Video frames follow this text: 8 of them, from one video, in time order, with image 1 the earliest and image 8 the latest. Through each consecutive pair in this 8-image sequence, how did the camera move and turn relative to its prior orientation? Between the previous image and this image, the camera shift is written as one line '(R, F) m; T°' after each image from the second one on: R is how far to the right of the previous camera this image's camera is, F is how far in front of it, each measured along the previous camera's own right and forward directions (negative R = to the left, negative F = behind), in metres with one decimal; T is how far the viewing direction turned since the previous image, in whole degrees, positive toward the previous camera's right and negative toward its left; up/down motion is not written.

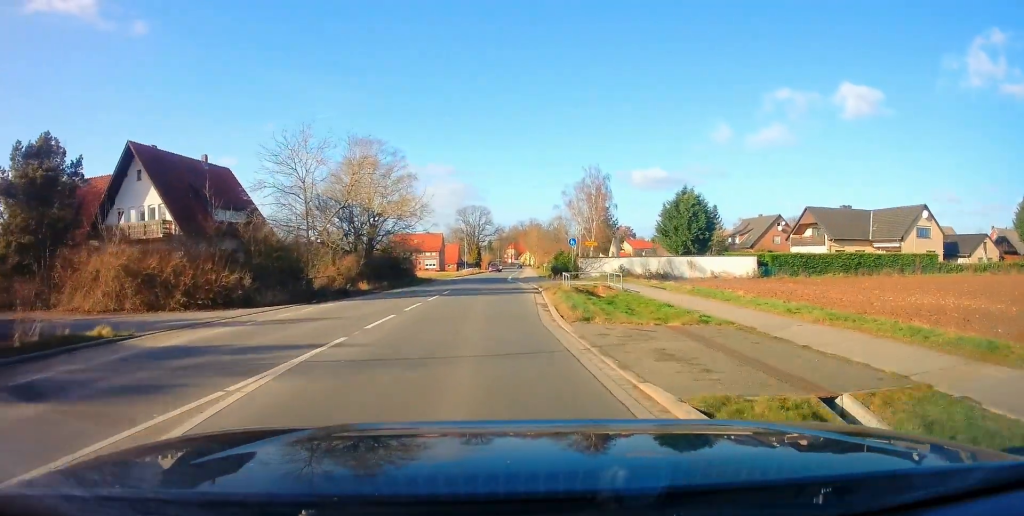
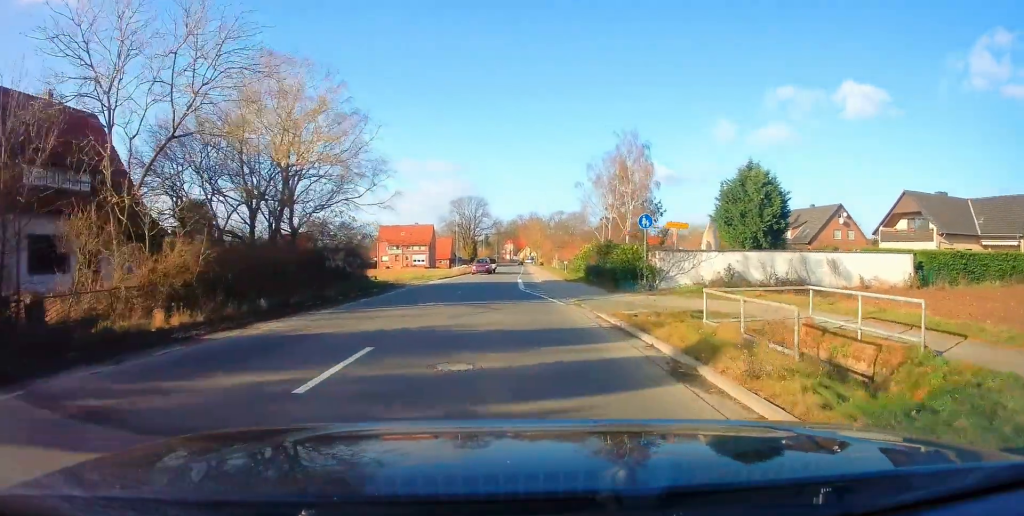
(+0.6, +19.0) m; +2°
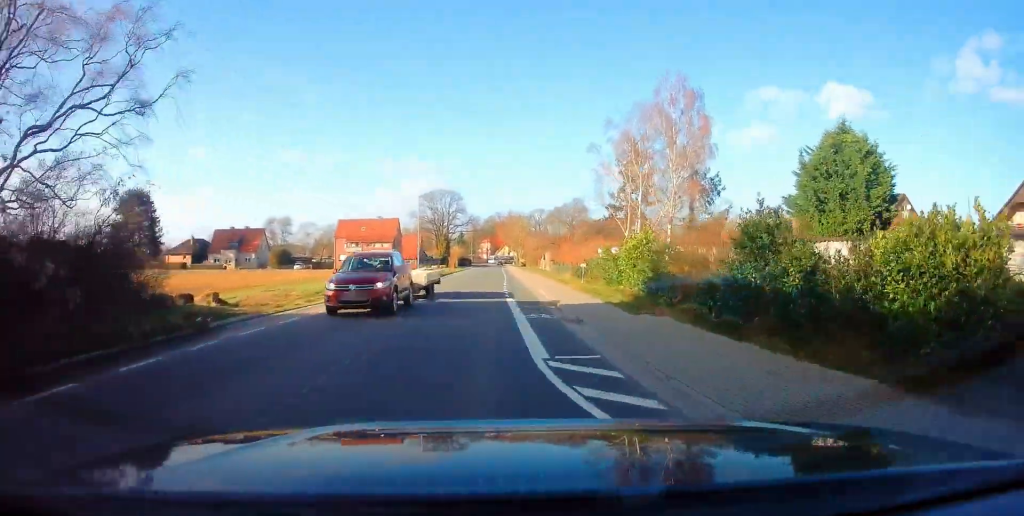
(-0.1, +18.5) m; 0°
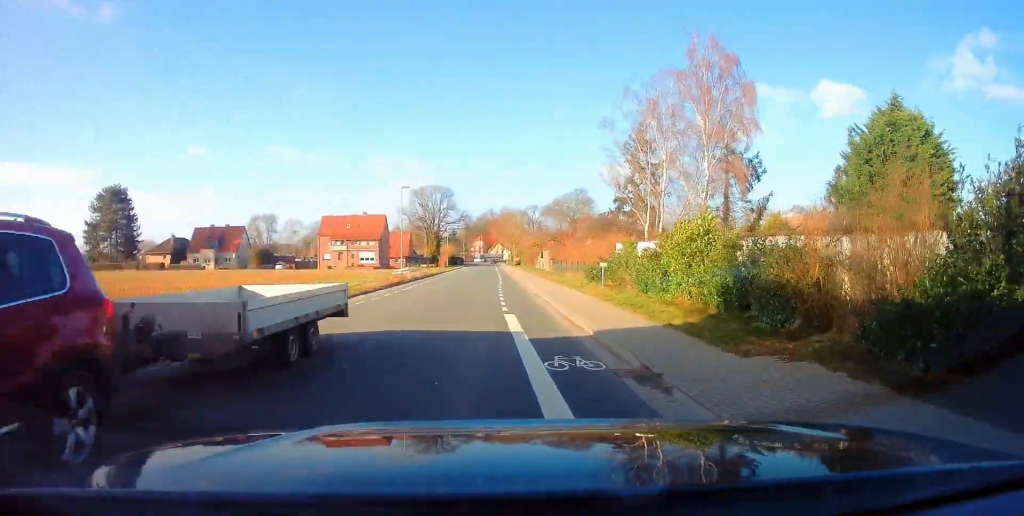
(0.0, +6.5) m; 0°
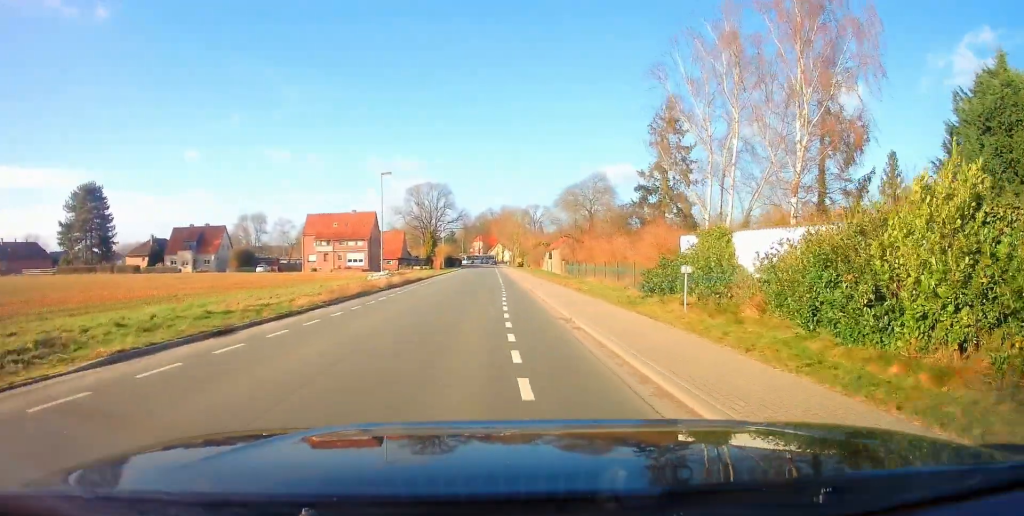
(+0.3, +9.3) m; 0°
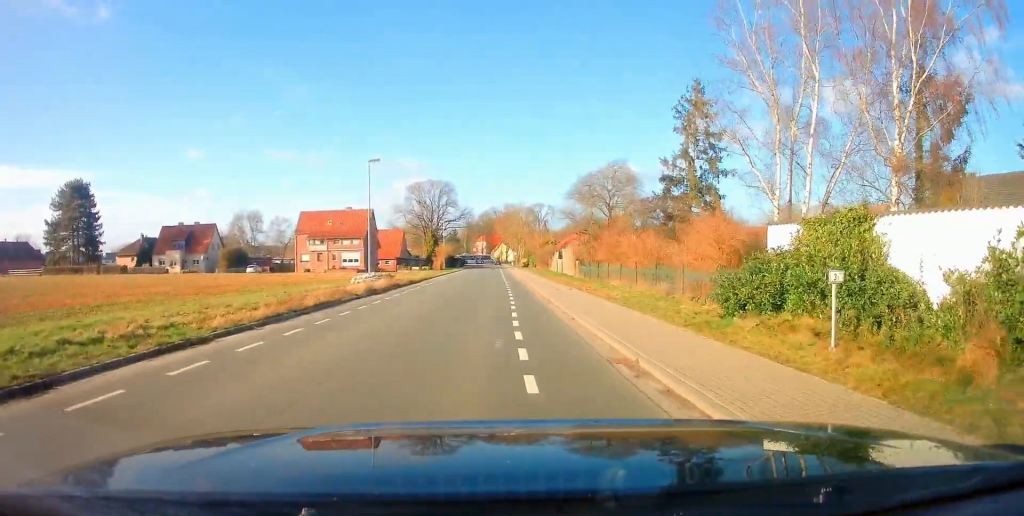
(-0.2, +5.6) m; 0°
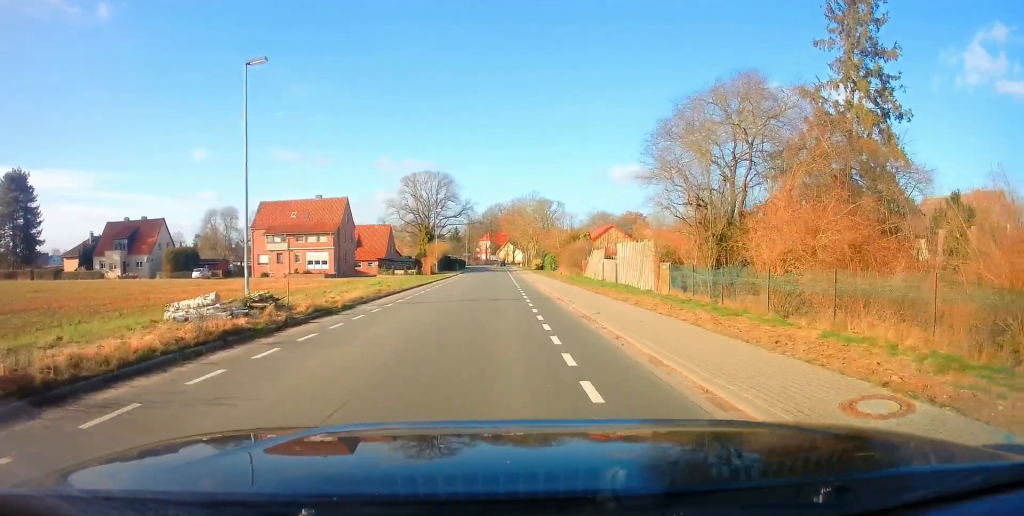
(+0.2, +20.1) m; +3°
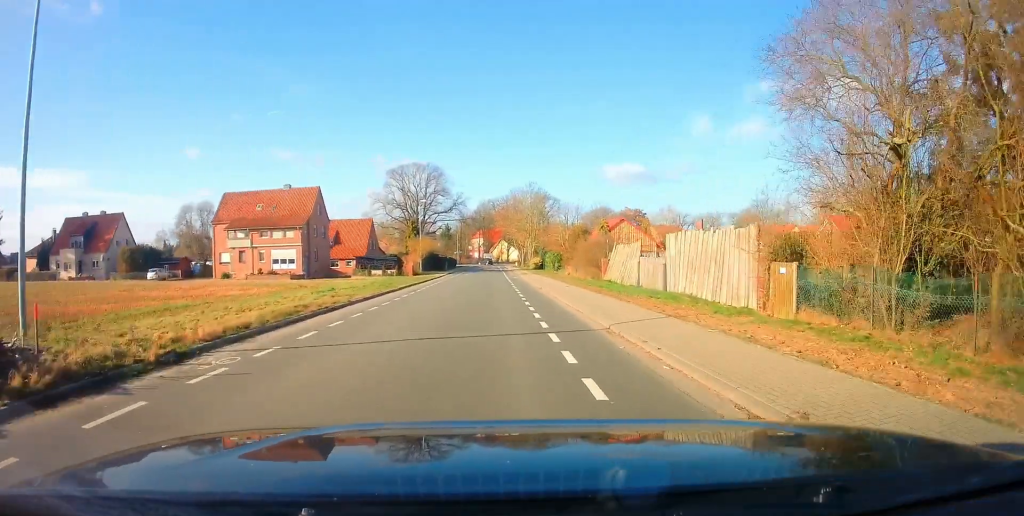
(+0.2, +9.8) m; -1°
